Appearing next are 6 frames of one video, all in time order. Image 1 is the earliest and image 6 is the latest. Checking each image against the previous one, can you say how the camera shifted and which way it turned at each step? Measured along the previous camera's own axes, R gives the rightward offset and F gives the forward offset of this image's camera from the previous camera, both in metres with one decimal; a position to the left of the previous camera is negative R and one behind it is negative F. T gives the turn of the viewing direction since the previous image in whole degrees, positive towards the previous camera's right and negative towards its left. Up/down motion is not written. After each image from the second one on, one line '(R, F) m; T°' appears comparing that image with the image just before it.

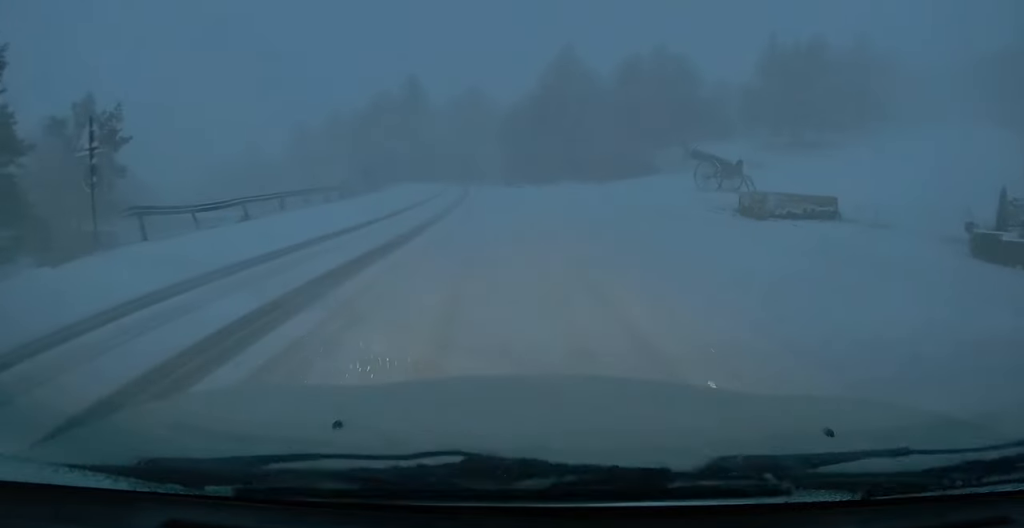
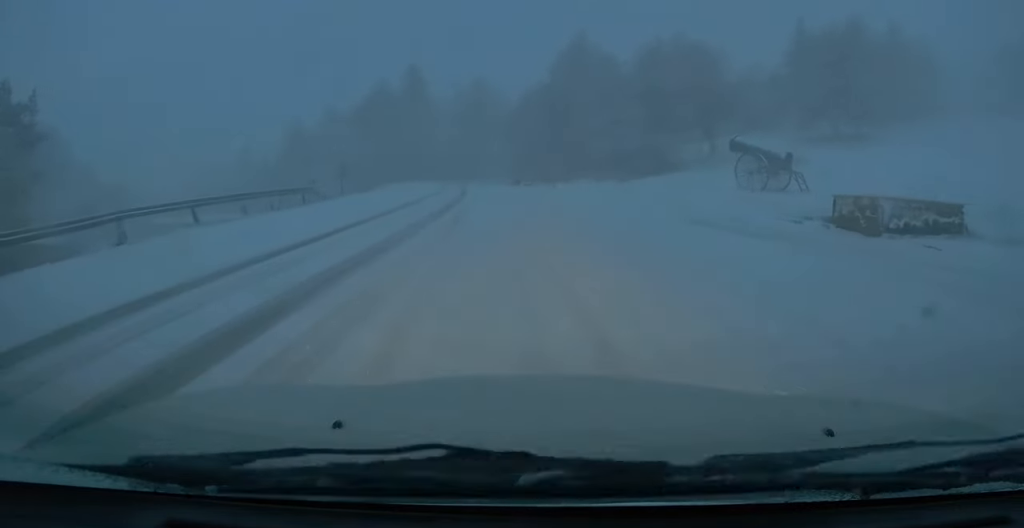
(-0.1, +8.1) m; -2°
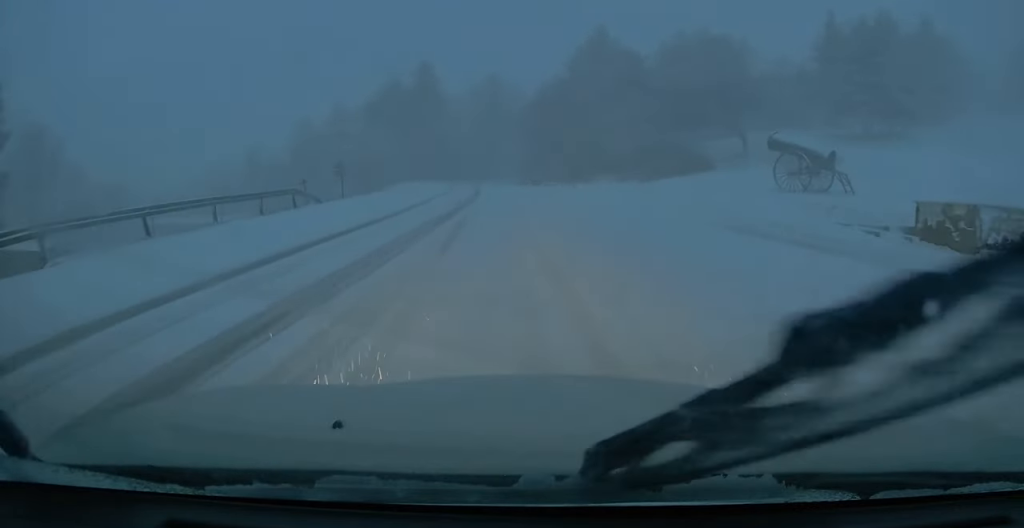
(-0.2, +3.7) m; 0°
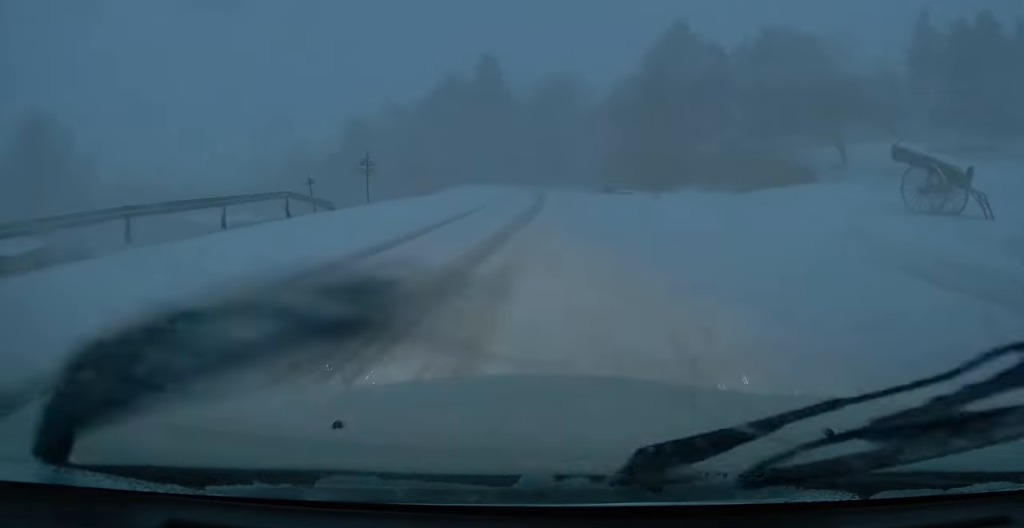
(+0.3, +7.6) m; +2°
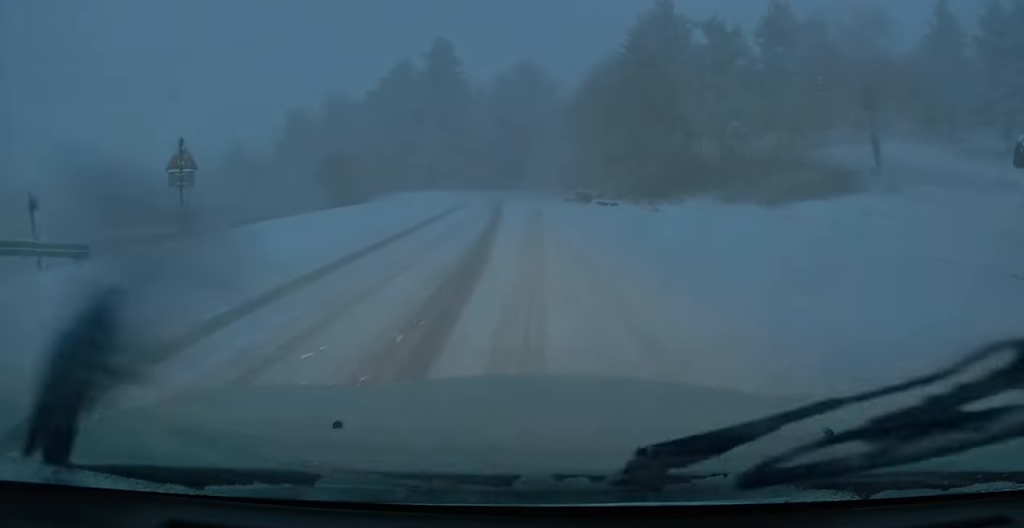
(-0.2, +12.0) m; +4°
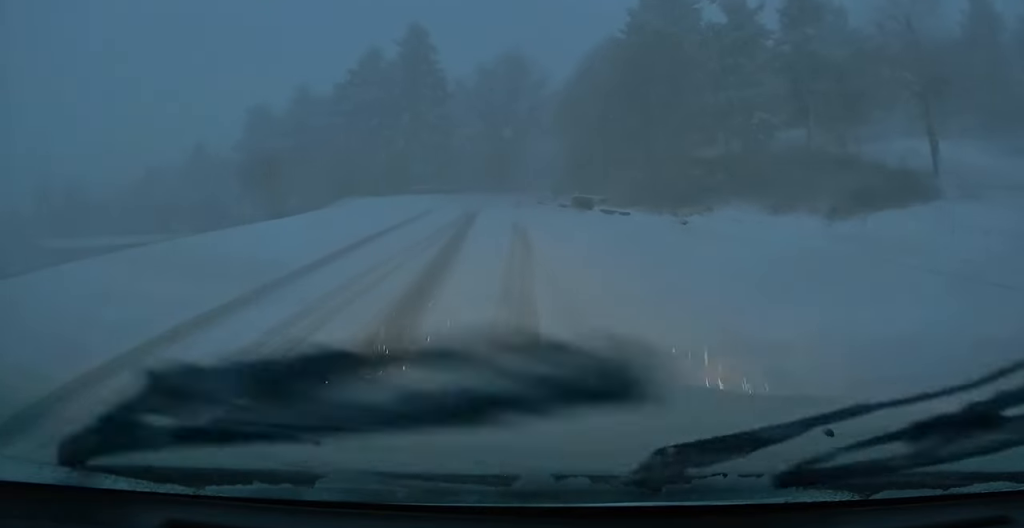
(+0.3, +8.2) m; -1°
